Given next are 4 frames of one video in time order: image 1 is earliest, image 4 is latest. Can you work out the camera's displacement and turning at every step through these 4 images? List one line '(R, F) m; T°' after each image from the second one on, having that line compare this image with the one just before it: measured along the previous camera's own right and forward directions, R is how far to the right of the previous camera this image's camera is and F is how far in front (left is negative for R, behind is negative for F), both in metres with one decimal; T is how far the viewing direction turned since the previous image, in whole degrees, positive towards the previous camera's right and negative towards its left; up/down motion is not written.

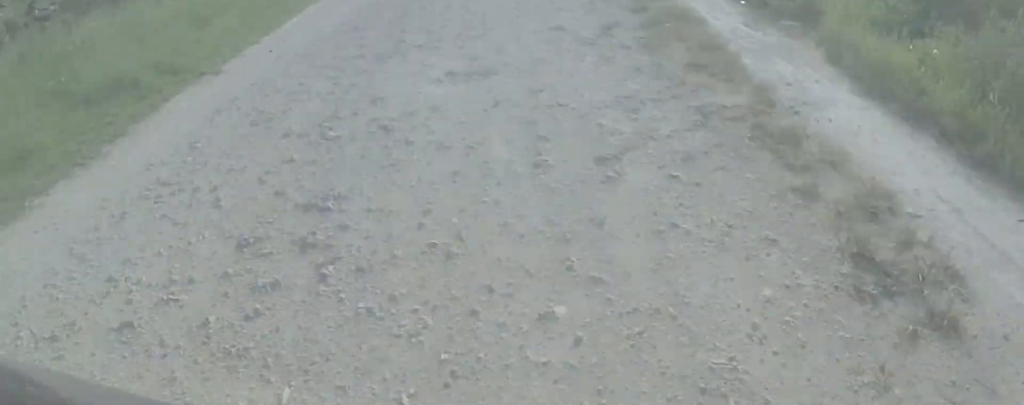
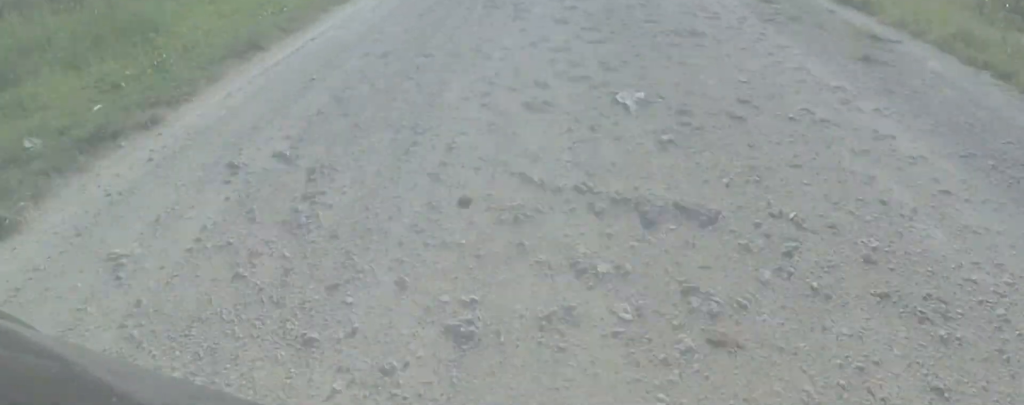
(+1.9, +19.3) m; +8°
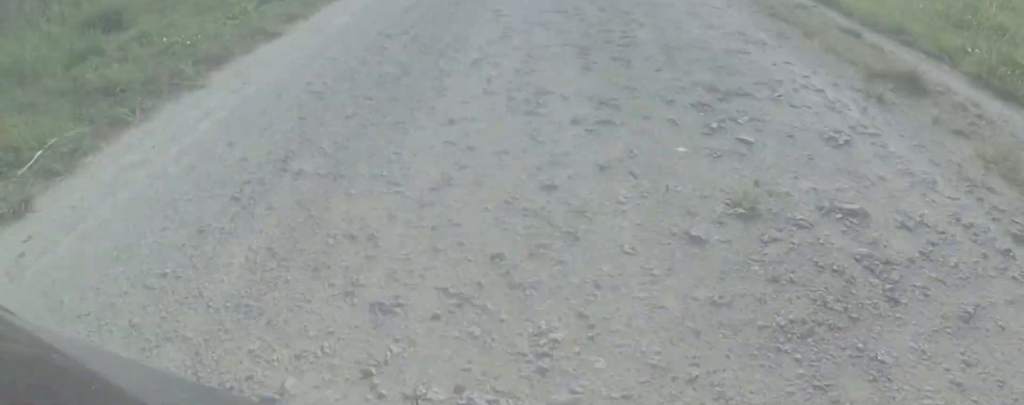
(-0.2, +5.5) m; 0°
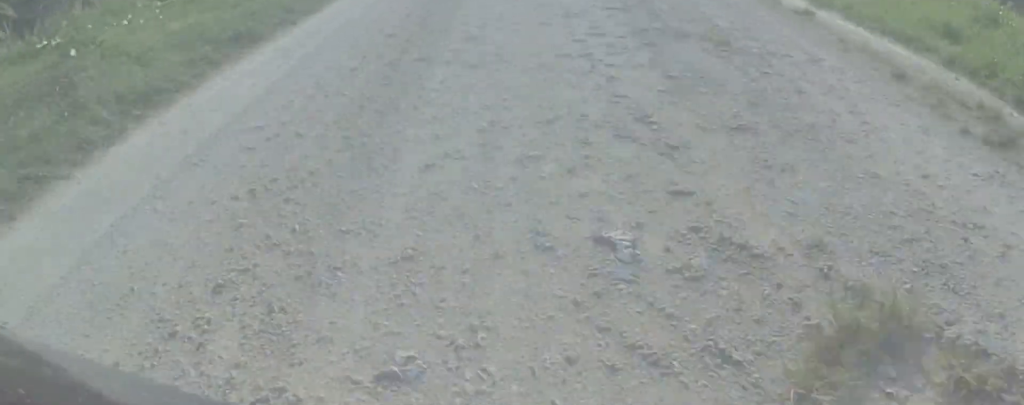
(-0.7, +7.1) m; 0°
